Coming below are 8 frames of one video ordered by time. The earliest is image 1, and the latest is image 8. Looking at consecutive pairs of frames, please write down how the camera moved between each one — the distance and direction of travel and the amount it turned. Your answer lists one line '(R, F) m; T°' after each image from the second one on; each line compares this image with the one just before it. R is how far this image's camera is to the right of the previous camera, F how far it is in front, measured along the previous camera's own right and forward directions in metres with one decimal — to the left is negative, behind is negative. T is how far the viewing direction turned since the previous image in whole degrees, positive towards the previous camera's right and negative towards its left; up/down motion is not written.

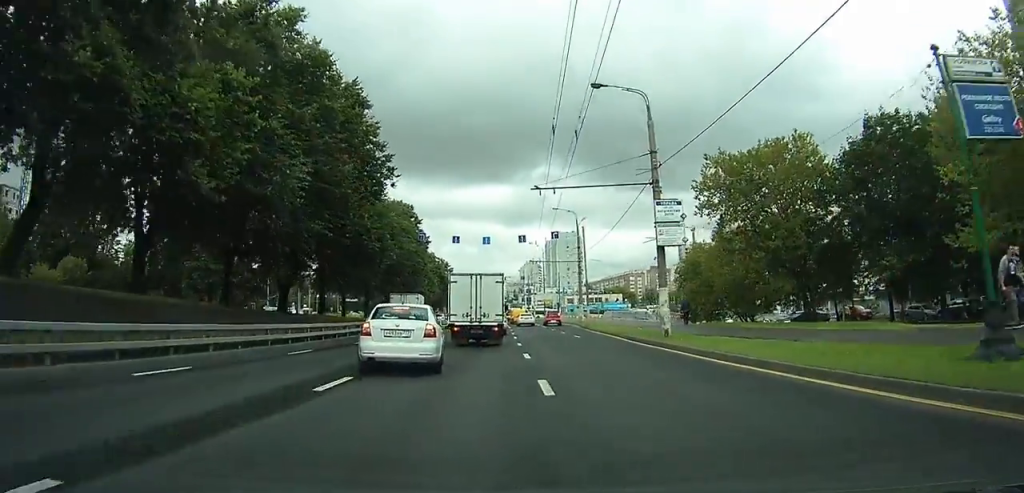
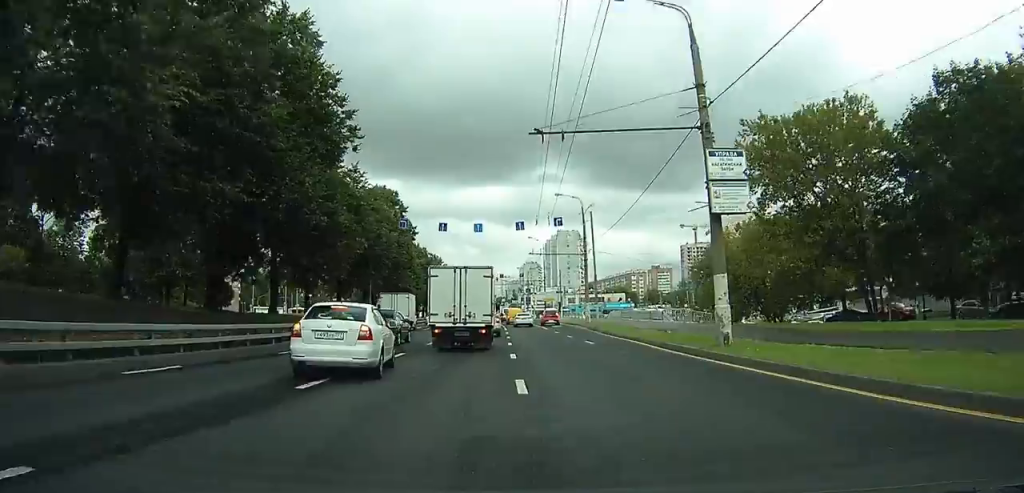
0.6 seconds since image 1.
(+0.1, +7.9) m; 0°
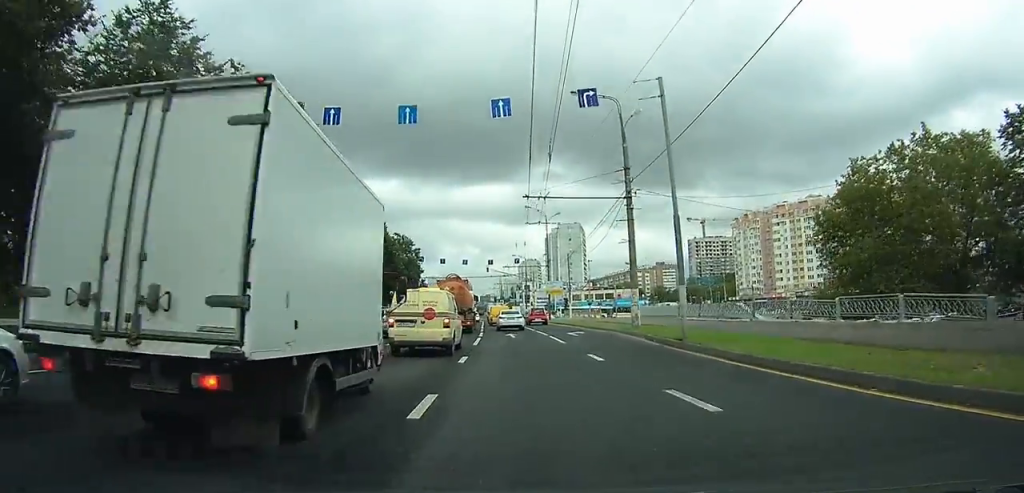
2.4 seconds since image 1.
(+0.2, +26.1) m; 0°
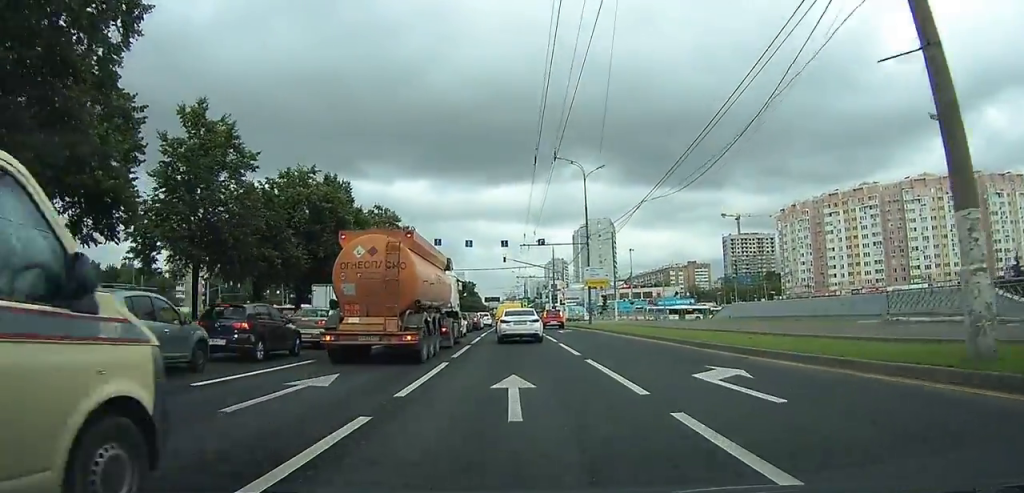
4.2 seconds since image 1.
(-0.4, +22.5) m; -3°
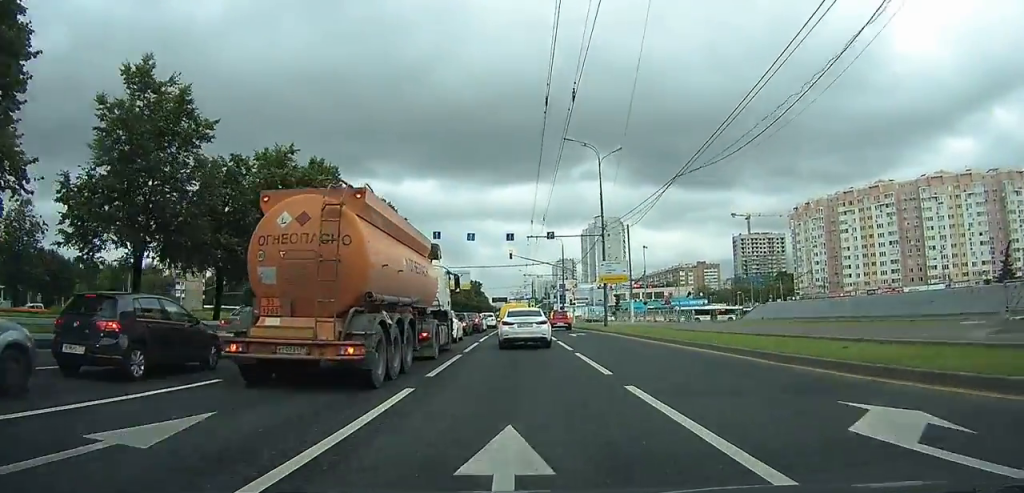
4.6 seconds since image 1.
(-0.1, +5.2) m; -1°
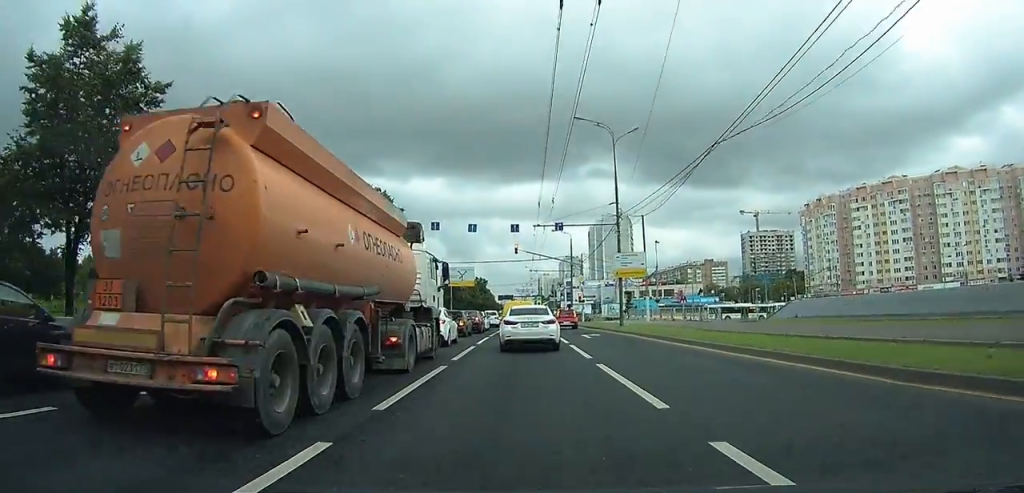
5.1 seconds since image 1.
(0.0, +4.9) m; -1°
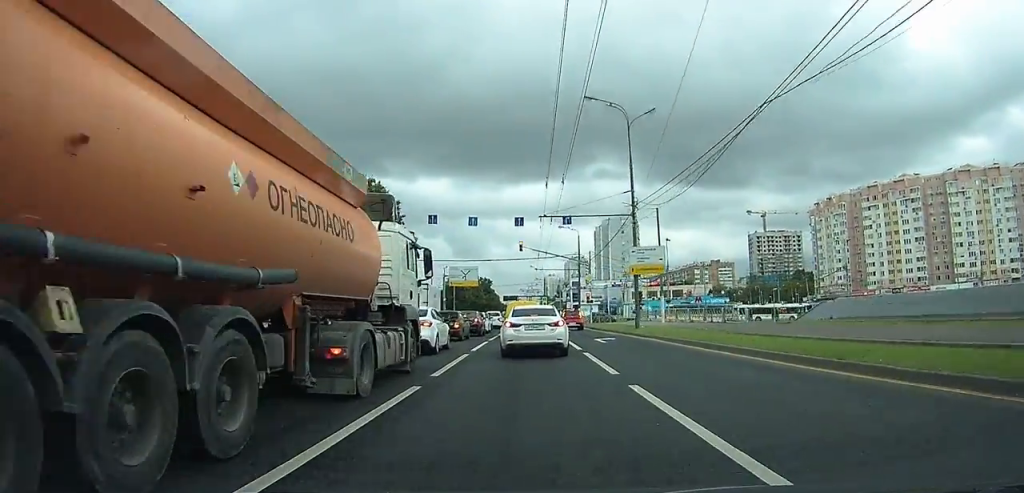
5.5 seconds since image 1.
(-0.1, +4.1) m; -1°
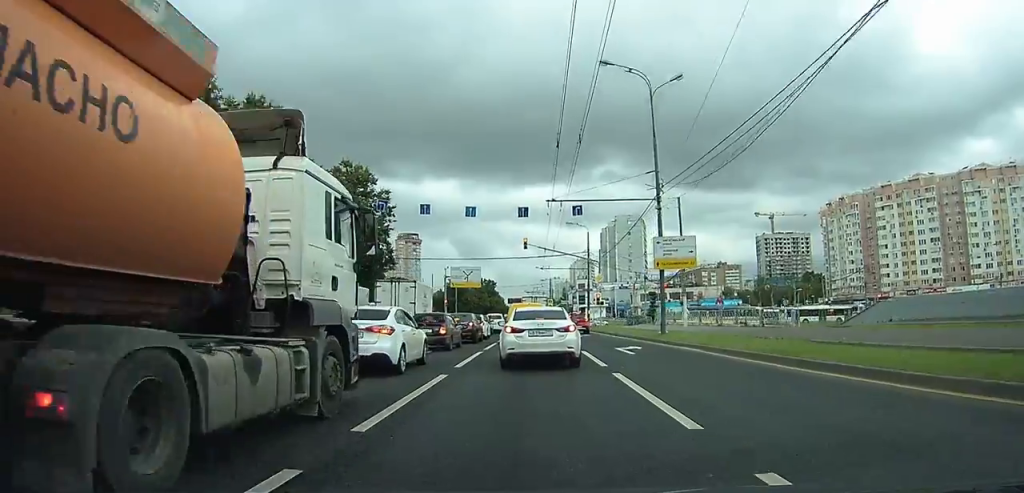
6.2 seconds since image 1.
(-0.1, +6.3) m; -2°
